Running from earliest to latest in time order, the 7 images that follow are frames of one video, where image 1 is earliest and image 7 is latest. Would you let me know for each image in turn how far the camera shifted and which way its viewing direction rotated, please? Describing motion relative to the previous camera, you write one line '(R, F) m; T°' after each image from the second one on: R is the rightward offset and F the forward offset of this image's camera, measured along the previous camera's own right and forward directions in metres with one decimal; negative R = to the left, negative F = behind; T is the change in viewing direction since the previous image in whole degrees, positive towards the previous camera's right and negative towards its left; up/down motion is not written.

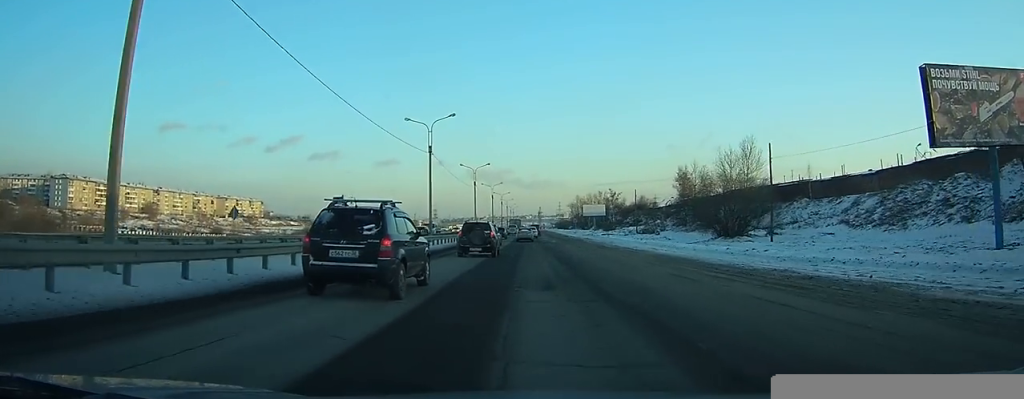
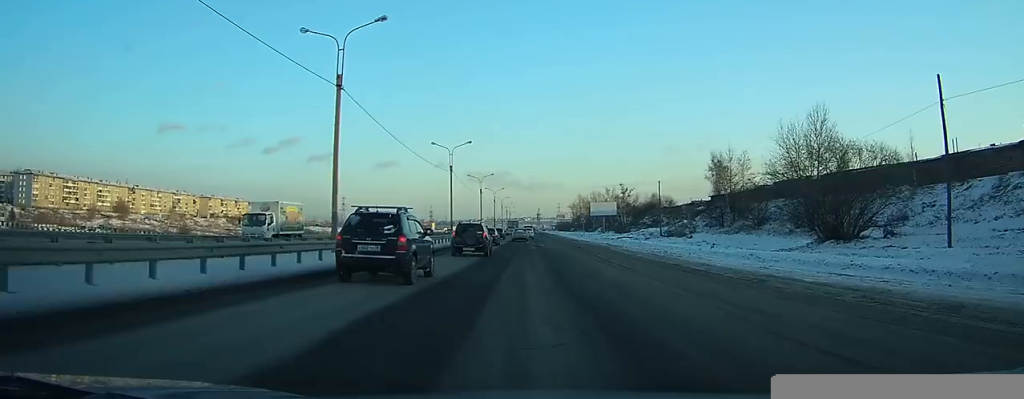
(+0.2, +22.8) m; 0°
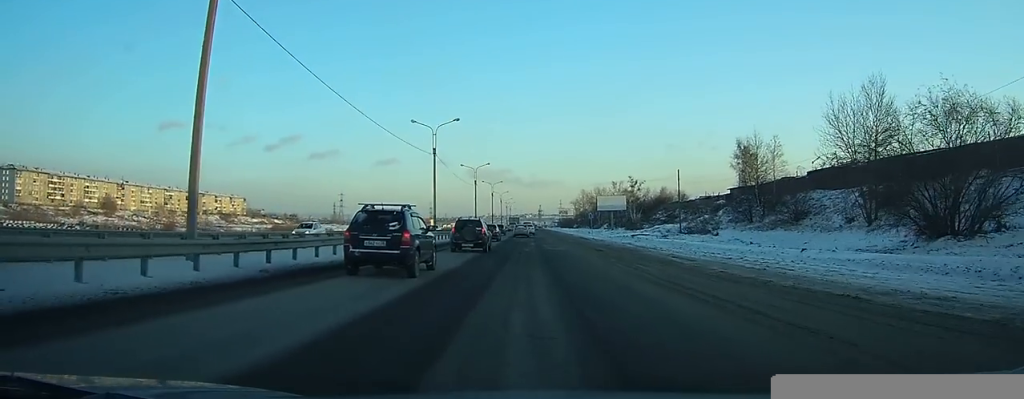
(-0.1, +11.5) m; +1°
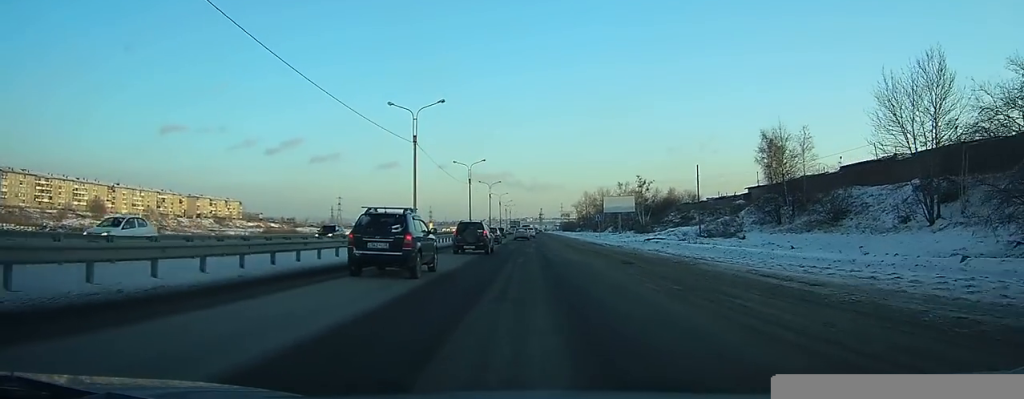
(+0.1, +9.2) m; 0°
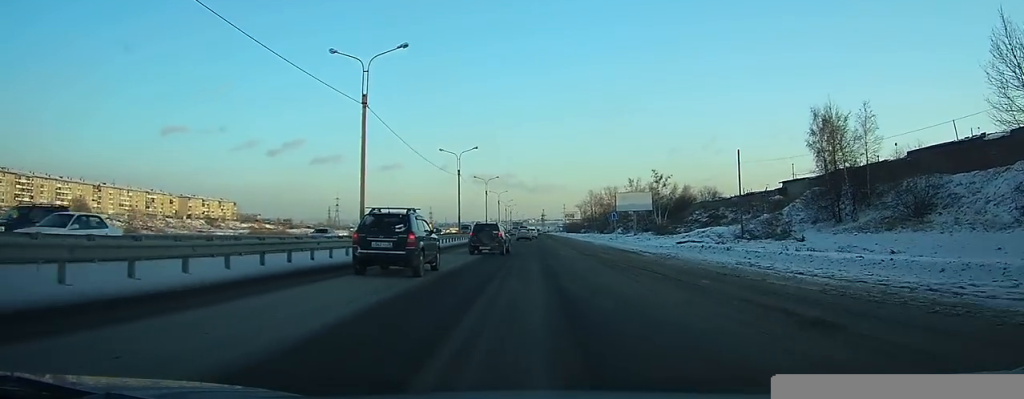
(0.0, +14.1) m; 0°
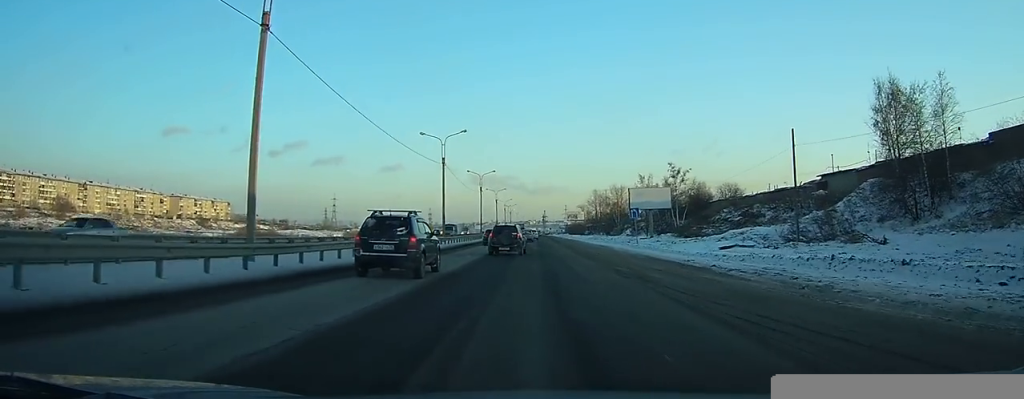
(-0.1, +12.6) m; -1°
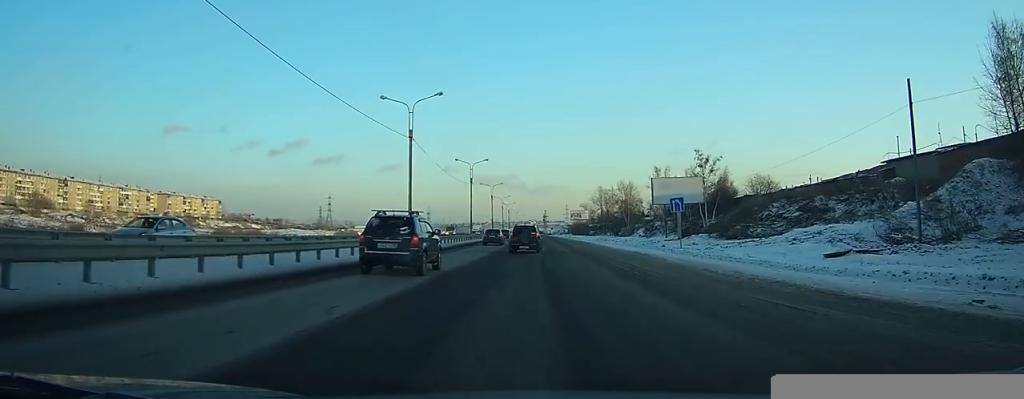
(-0.1, +15.8) m; 0°
